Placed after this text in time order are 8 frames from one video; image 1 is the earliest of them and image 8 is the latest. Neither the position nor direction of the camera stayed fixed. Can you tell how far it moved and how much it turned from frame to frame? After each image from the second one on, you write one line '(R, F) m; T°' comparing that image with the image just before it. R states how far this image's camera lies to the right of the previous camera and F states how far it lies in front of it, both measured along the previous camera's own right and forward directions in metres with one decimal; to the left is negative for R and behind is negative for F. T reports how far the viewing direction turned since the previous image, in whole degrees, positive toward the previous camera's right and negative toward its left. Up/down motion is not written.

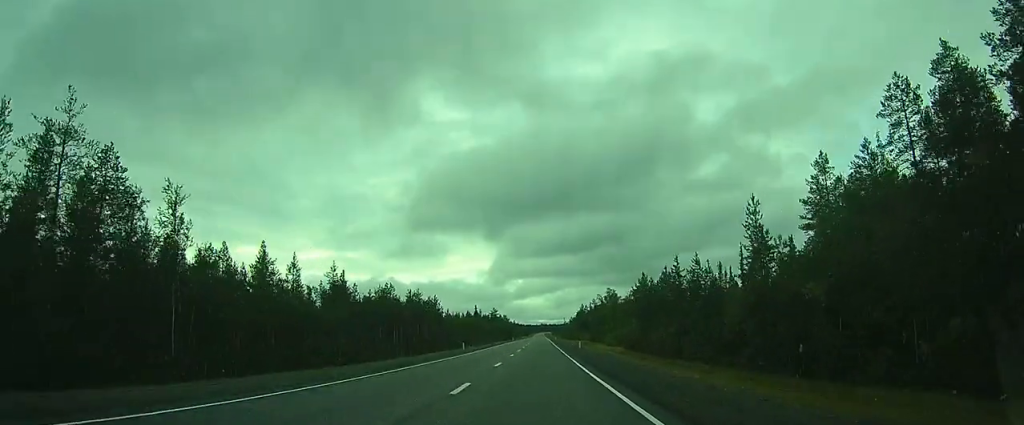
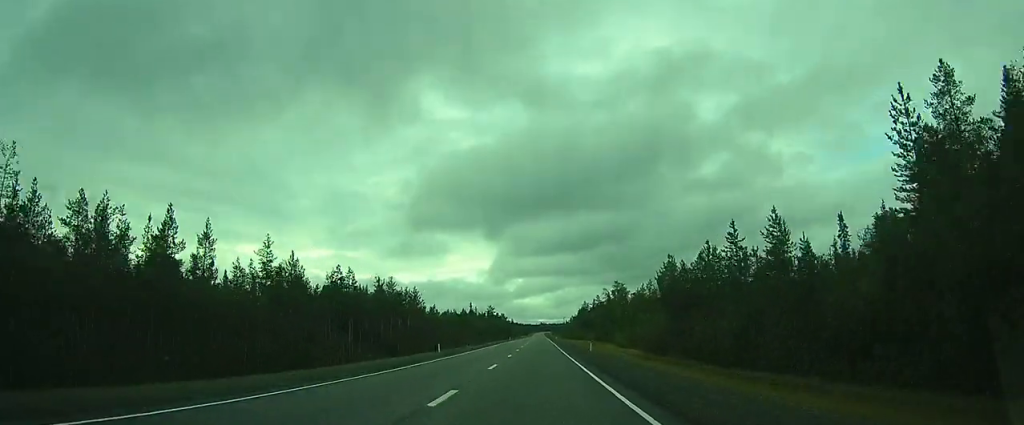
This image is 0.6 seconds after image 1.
(0.0, +14.9) m; 0°
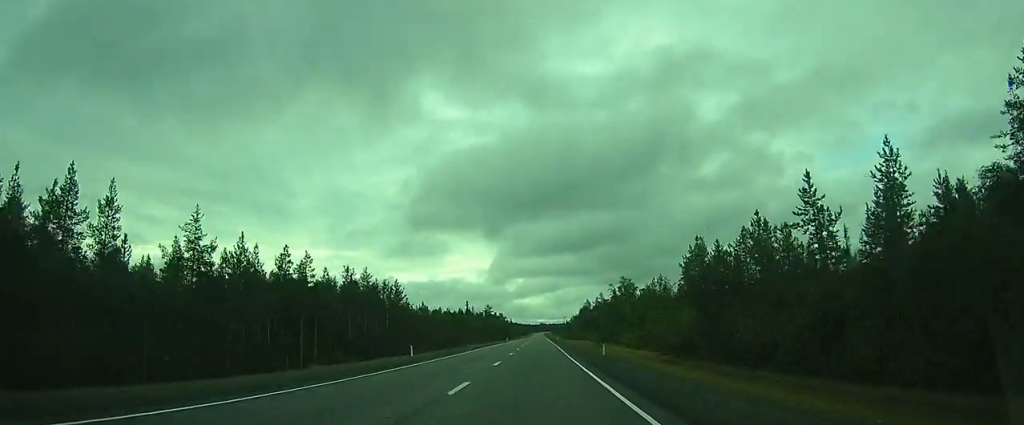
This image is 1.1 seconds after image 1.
(0.0, +10.0) m; 0°
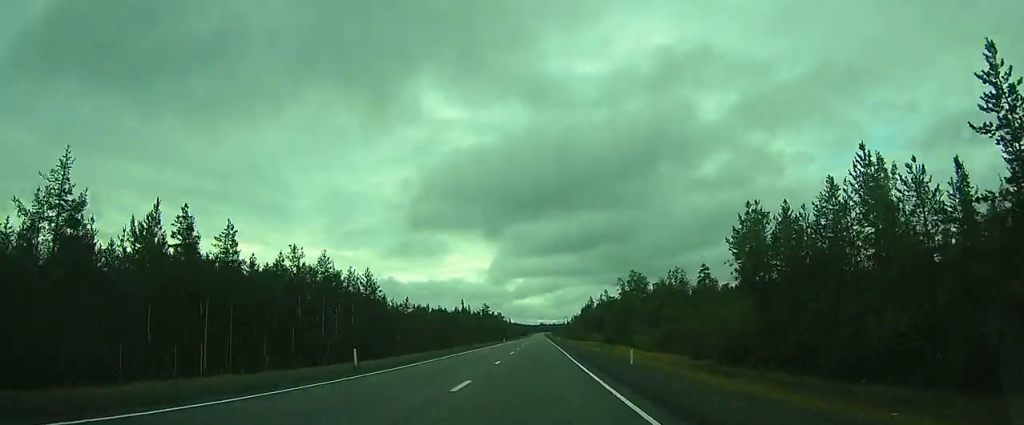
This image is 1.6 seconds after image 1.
(0.0, +11.5) m; 0°
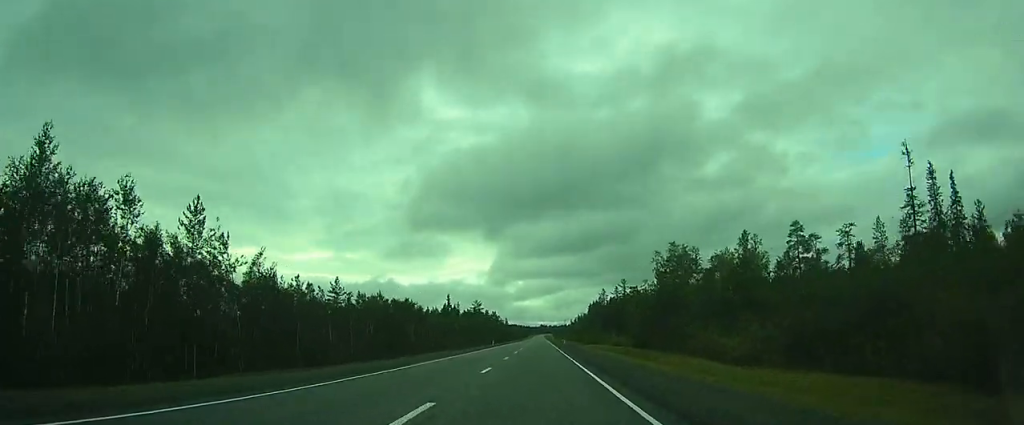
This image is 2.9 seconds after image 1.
(0.0, +29.6) m; 0°
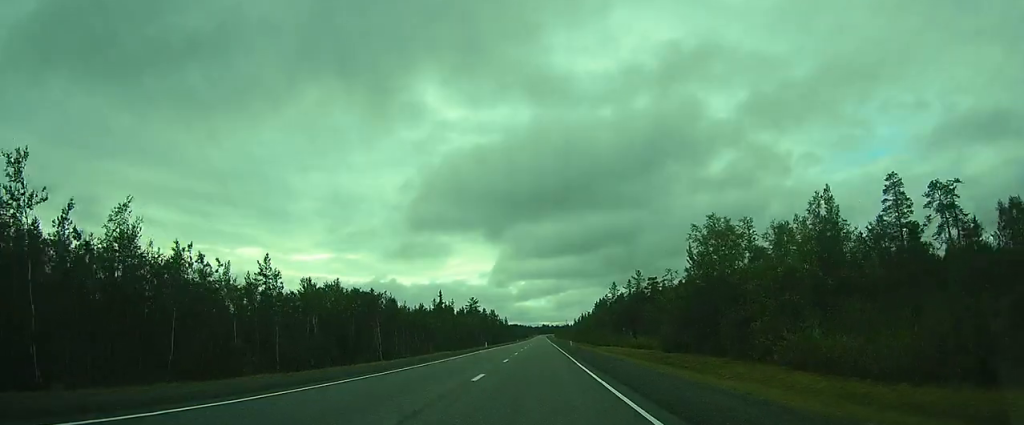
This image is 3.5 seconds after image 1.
(-0.1, +15.2) m; +1°
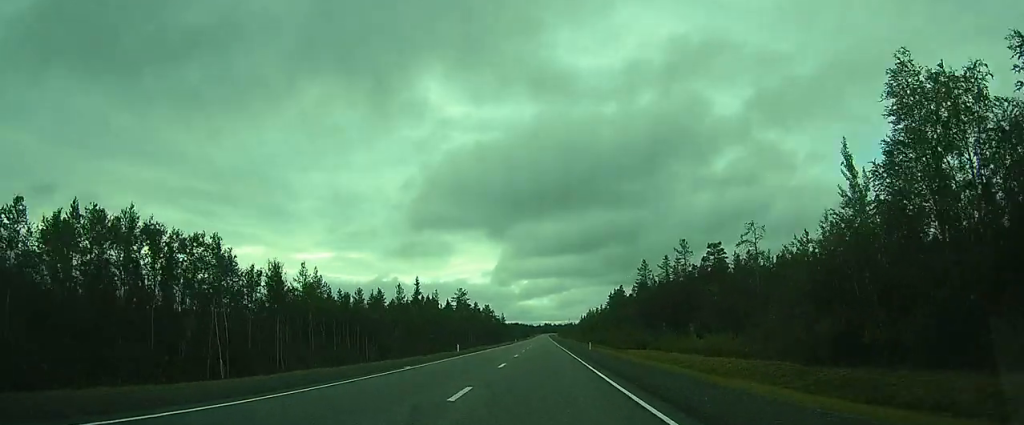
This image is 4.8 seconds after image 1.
(+0.3, +29.7) m; 0°
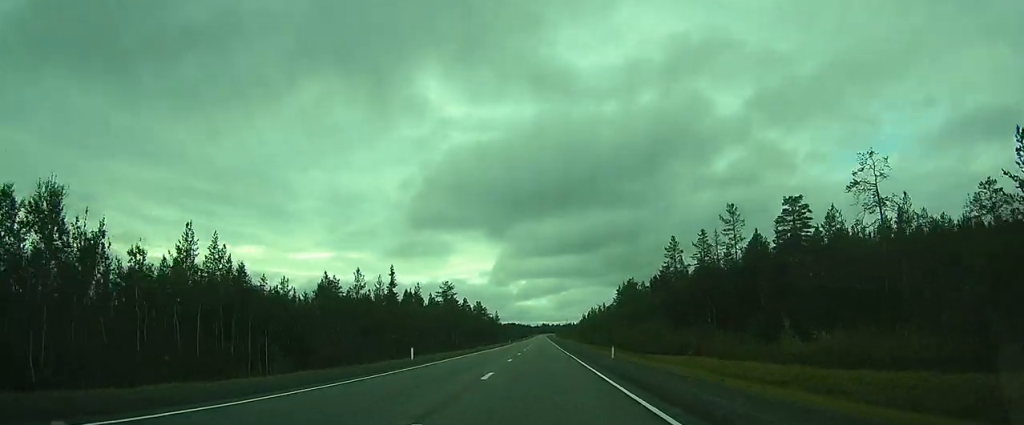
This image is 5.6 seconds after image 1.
(-0.1, +18.1) m; 0°
